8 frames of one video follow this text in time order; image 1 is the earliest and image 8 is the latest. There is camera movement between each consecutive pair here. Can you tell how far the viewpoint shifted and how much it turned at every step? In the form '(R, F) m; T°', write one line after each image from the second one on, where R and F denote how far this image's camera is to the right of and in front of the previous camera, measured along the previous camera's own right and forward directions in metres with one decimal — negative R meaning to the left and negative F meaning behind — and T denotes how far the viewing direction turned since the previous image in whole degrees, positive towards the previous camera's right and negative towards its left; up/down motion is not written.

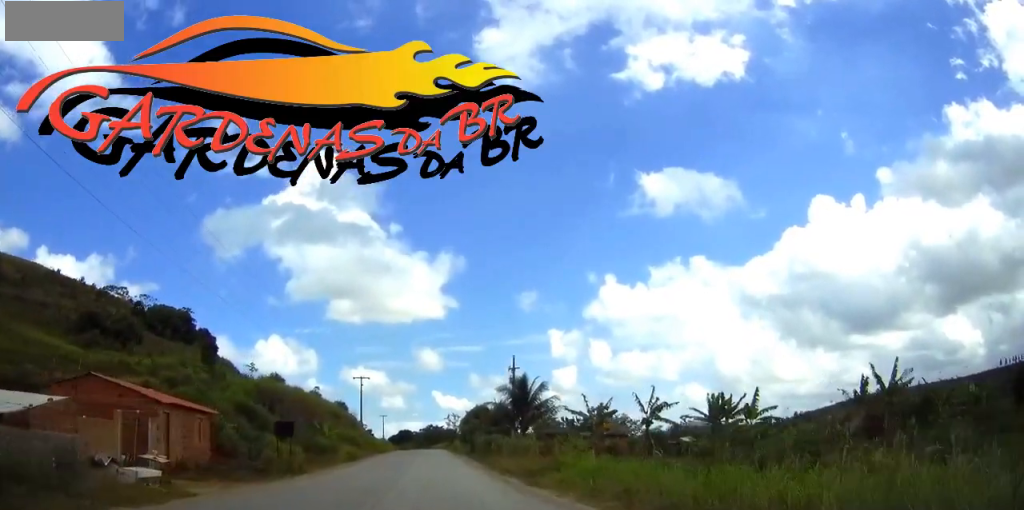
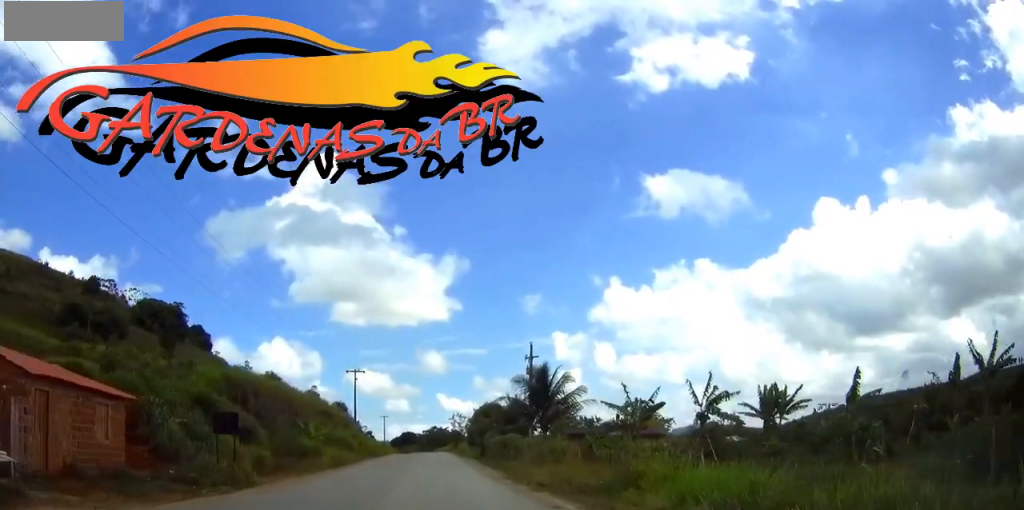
(0.0, +9.1) m; 0°
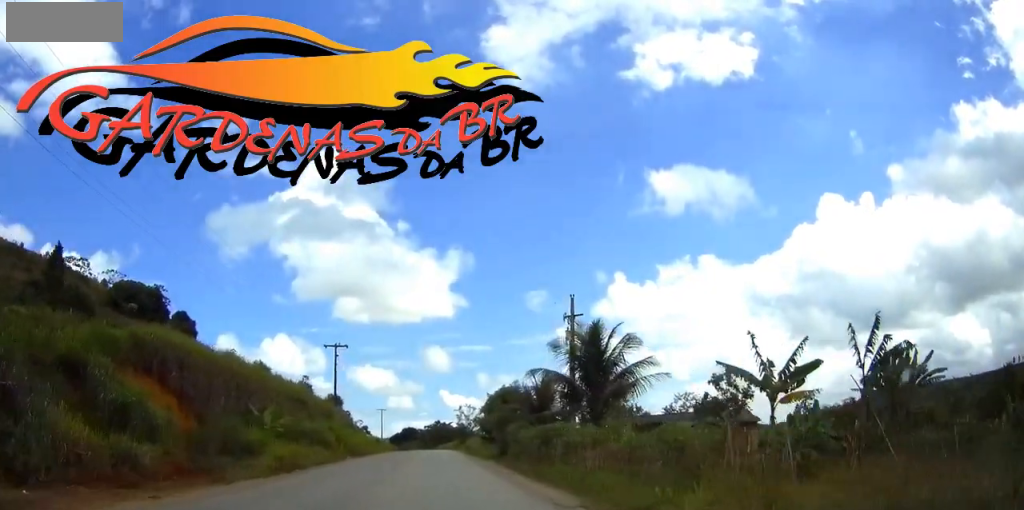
(-0.1, +15.1) m; 0°
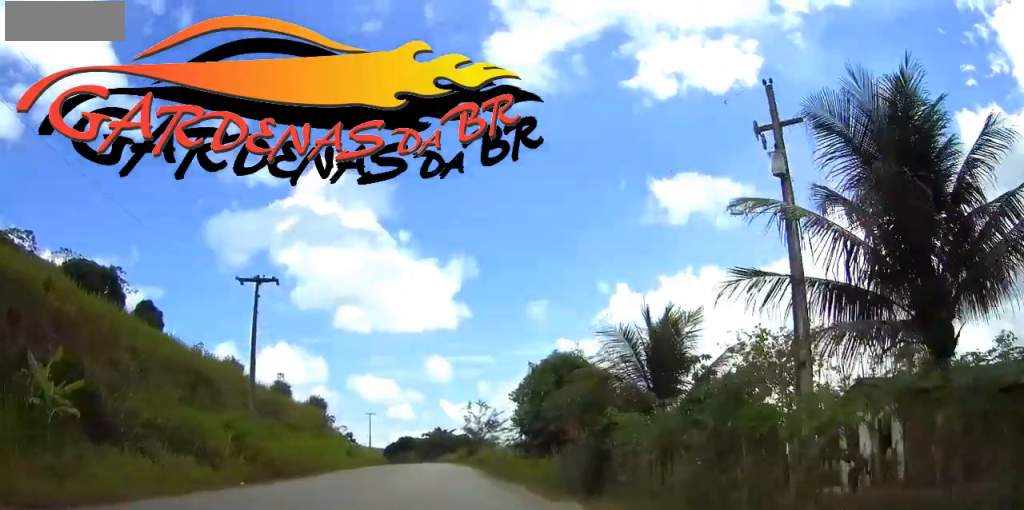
(0.0, +24.1) m; 0°
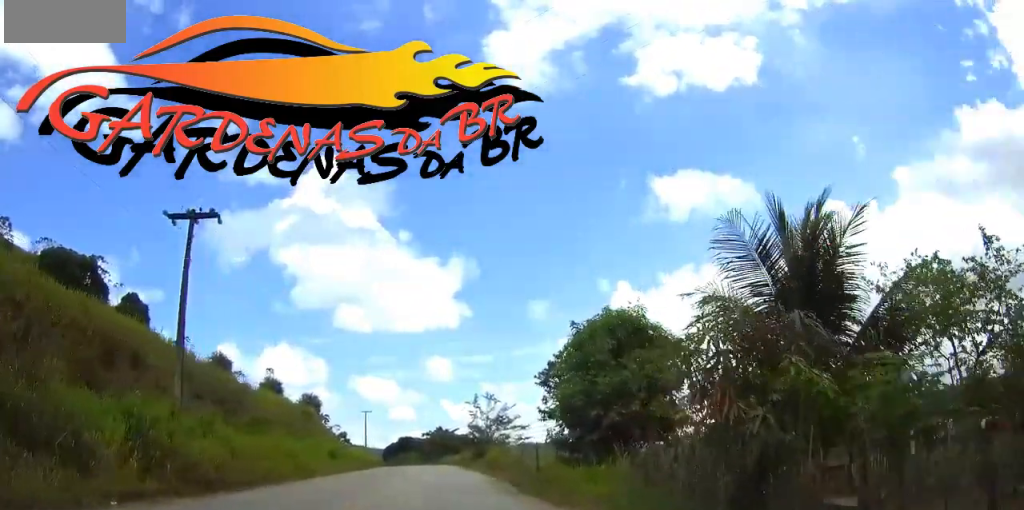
(0.0, +8.9) m; 0°
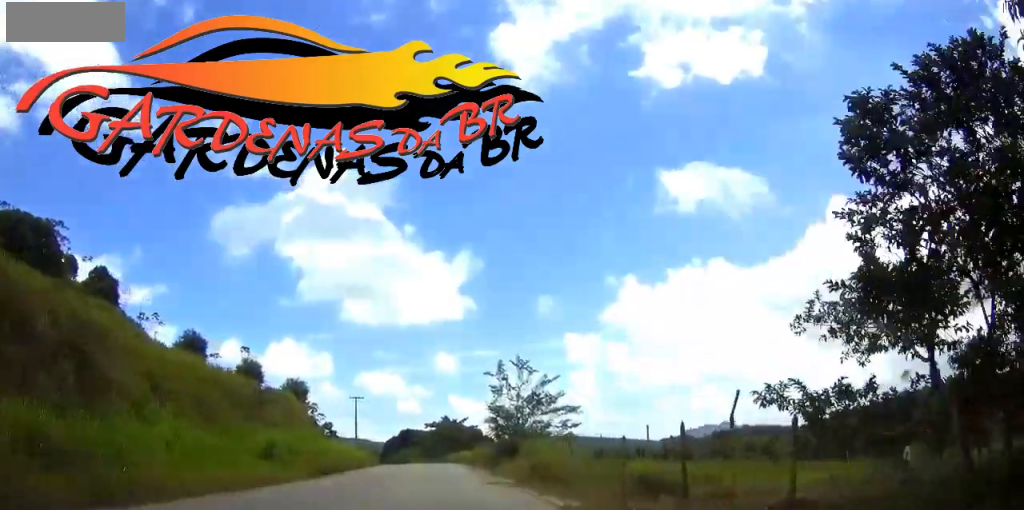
(0.0, +18.6) m; 0°
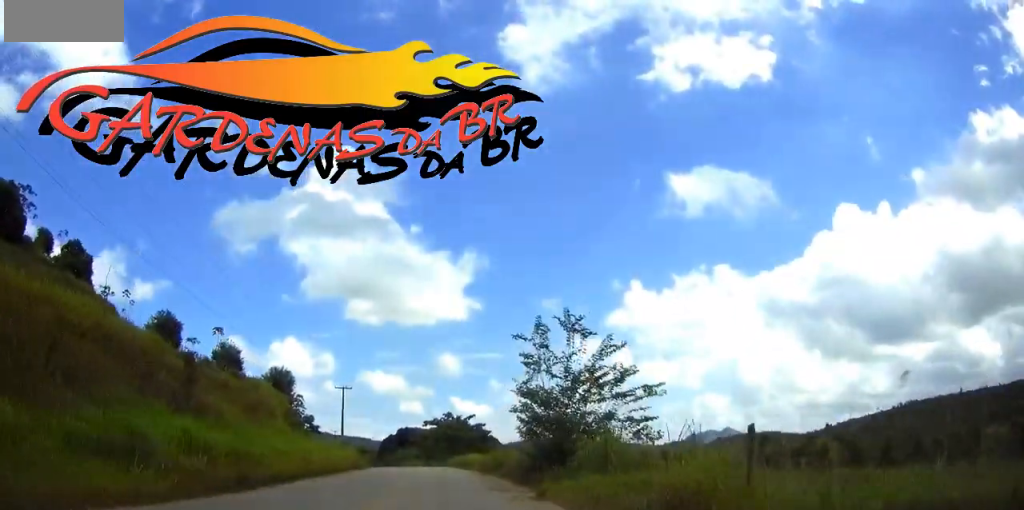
(-0.1, +13.6) m; 0°
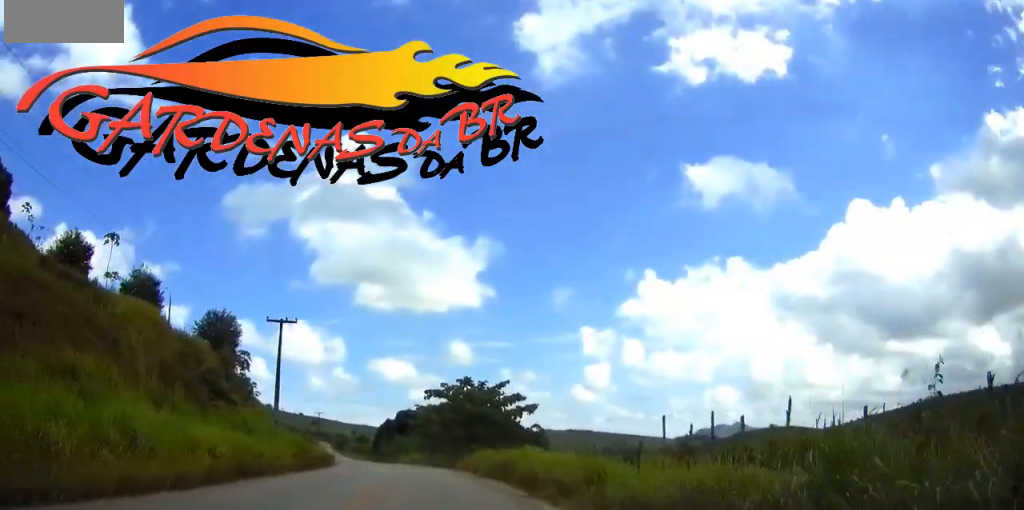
(-0.2, +33.2) m; -1°
